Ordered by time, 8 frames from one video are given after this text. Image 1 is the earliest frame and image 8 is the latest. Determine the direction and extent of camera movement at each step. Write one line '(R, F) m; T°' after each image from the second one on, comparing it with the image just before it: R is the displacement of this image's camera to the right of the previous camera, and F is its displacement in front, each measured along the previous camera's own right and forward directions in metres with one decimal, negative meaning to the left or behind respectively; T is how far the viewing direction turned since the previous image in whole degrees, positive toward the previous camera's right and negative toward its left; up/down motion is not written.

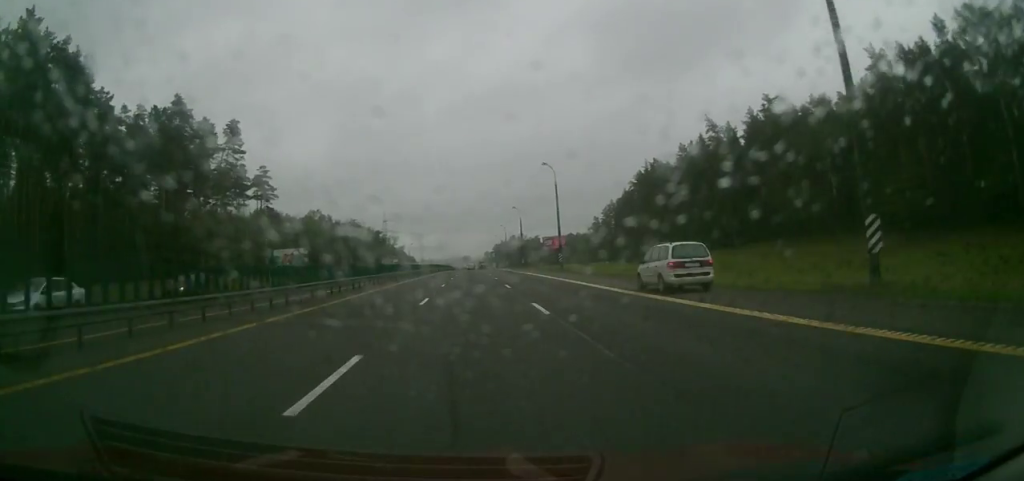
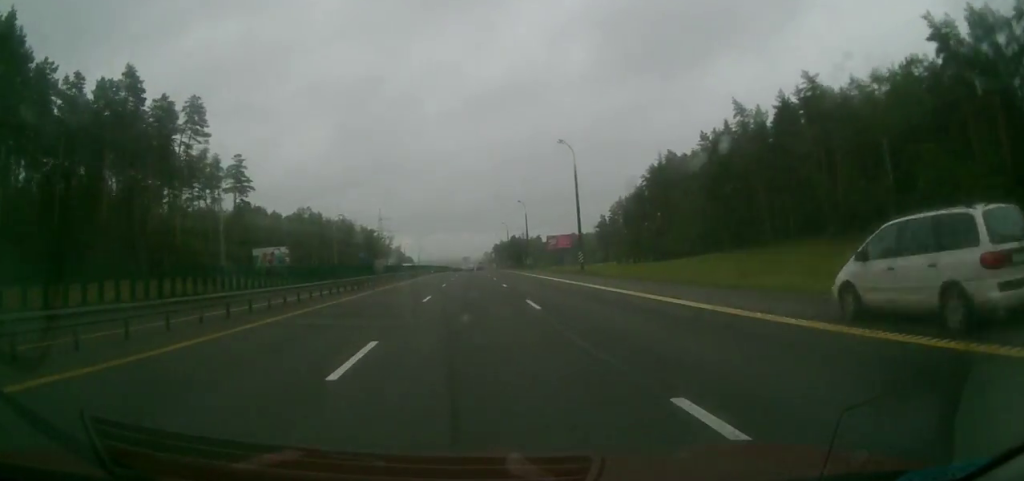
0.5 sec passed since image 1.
(0.0, +13.3) m; 0°
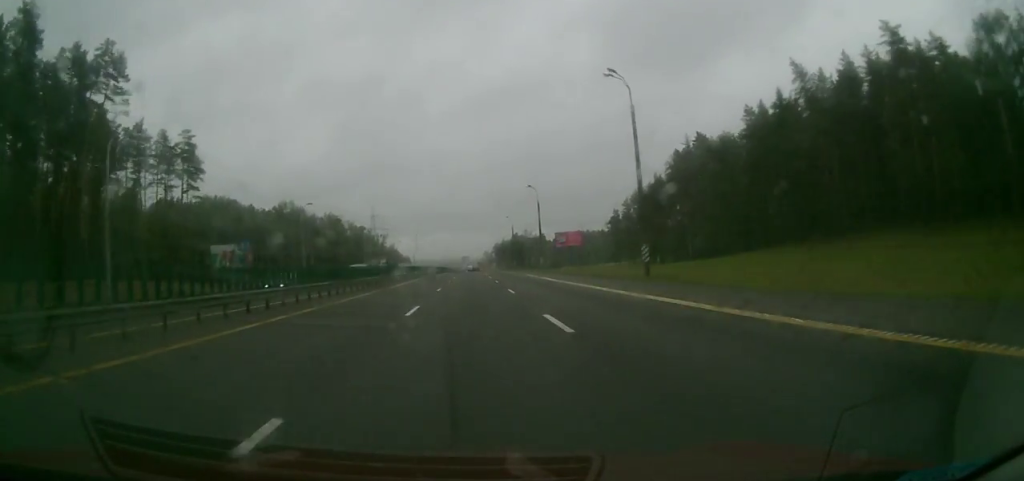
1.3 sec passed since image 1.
(0.0, +22.1) m; 0°
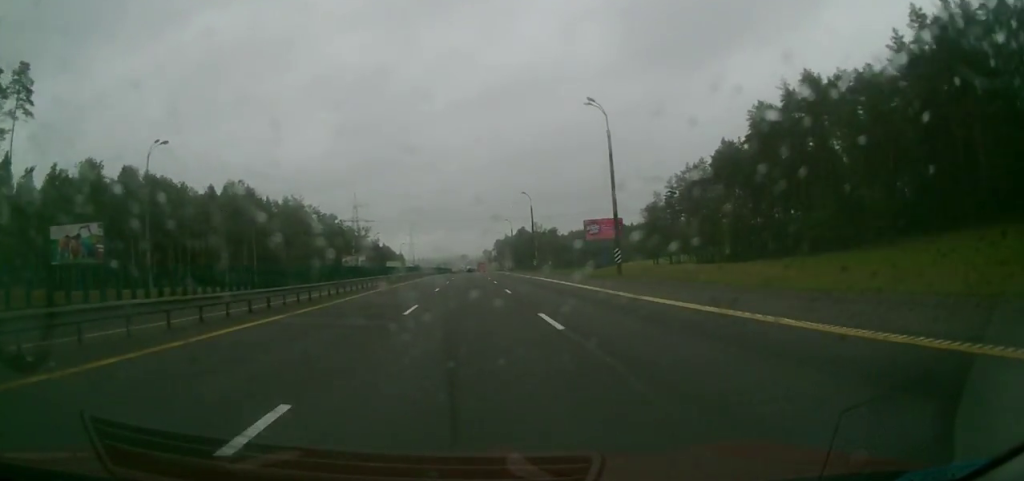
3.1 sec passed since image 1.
(0.0, +47.7) m; 0°
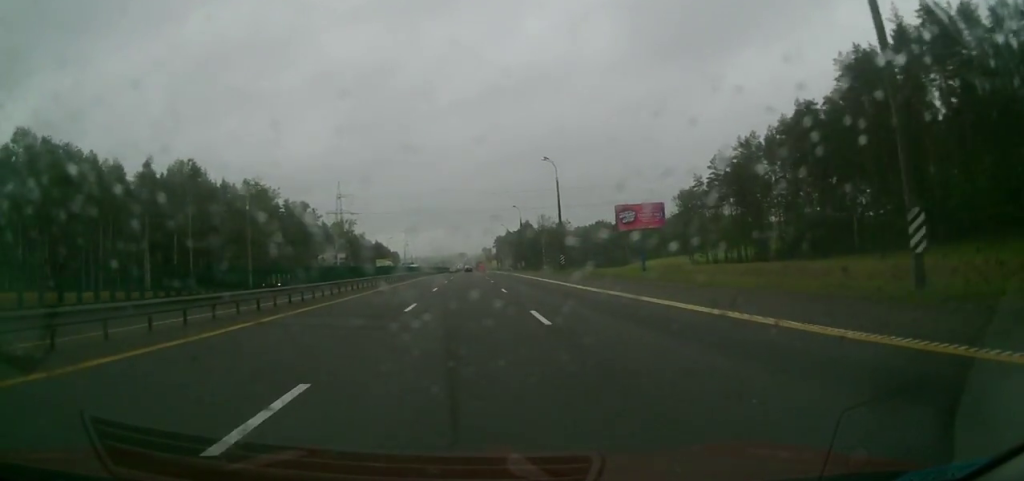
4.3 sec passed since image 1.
(+0.4, +30.8) m; +1°
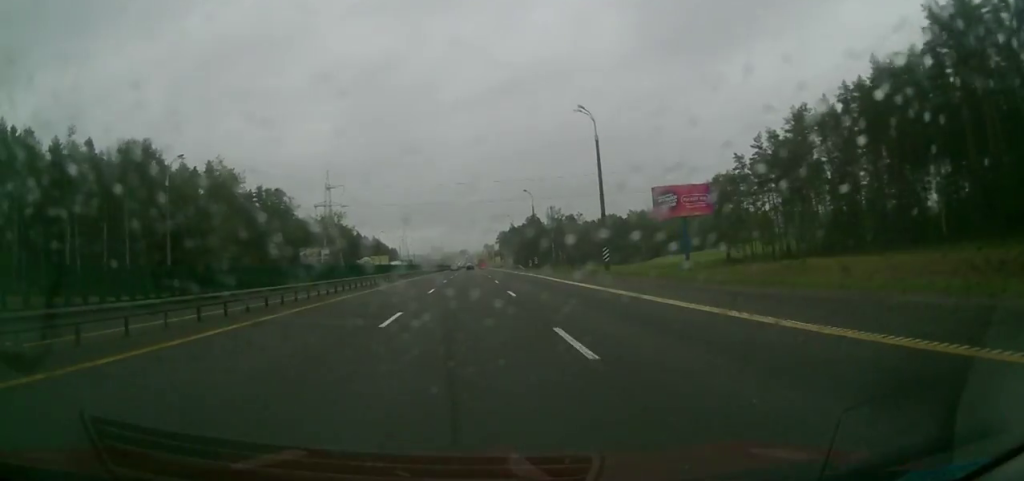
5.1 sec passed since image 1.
(0.0, +21.1) m; 0°
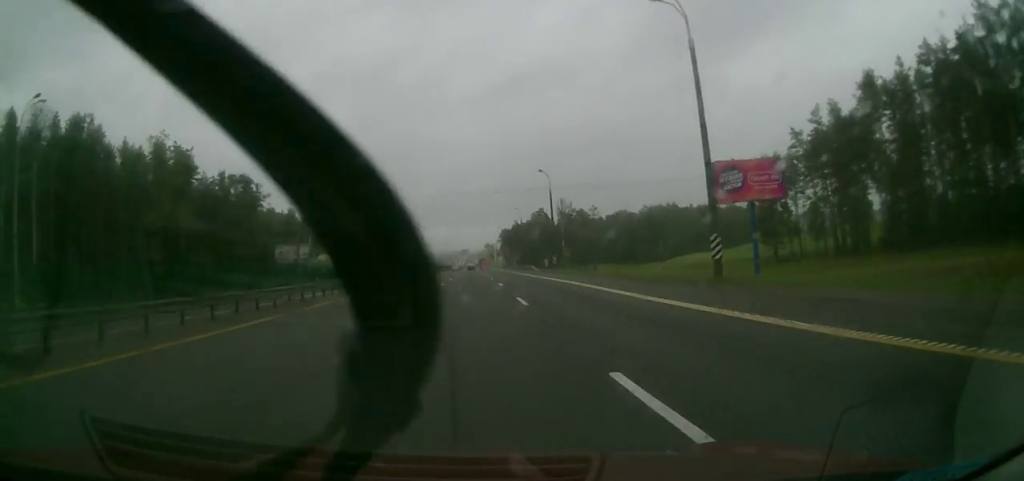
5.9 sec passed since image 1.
(-0.3, +21.1) m; -1°
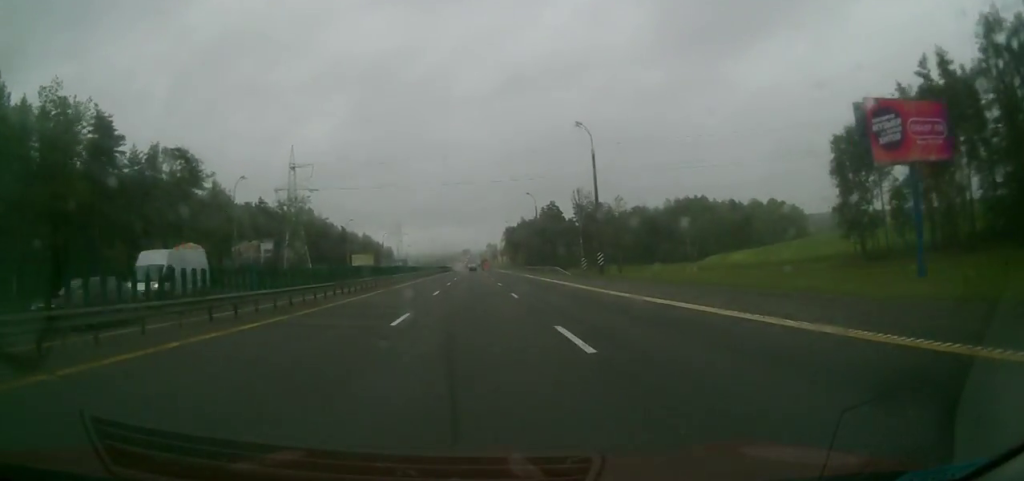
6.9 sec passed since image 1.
(+0.1, +26.3) m; +1°
